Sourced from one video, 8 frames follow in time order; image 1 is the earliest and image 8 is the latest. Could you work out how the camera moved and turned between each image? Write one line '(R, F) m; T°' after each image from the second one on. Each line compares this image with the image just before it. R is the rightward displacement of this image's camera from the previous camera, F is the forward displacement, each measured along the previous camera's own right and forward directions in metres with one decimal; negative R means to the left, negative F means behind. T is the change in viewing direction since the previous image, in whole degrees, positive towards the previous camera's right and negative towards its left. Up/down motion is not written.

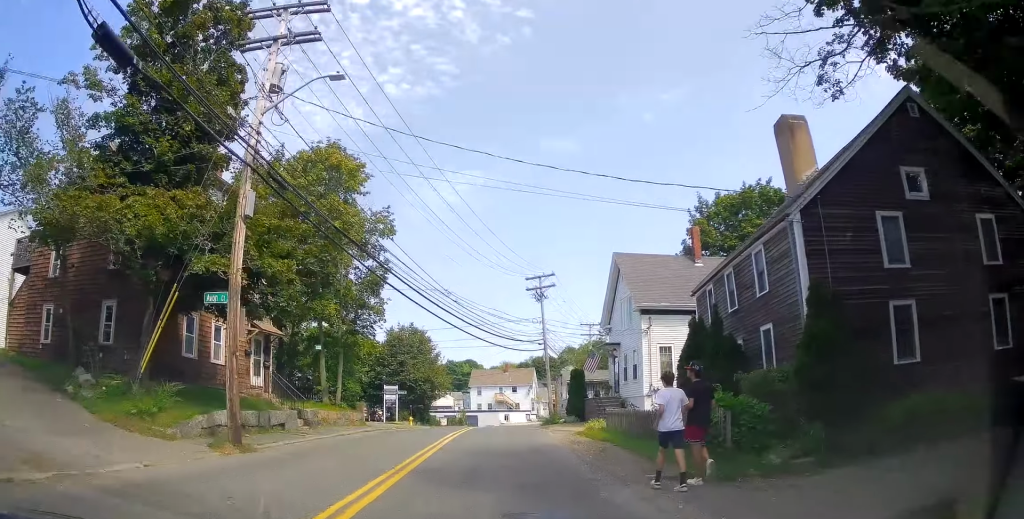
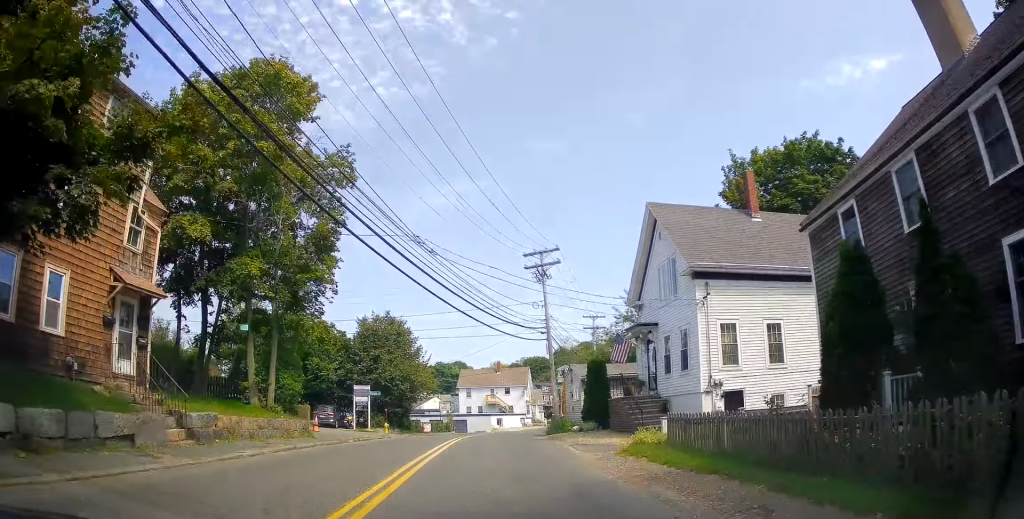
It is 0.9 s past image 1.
(+0.1, +8.8) m; 0°
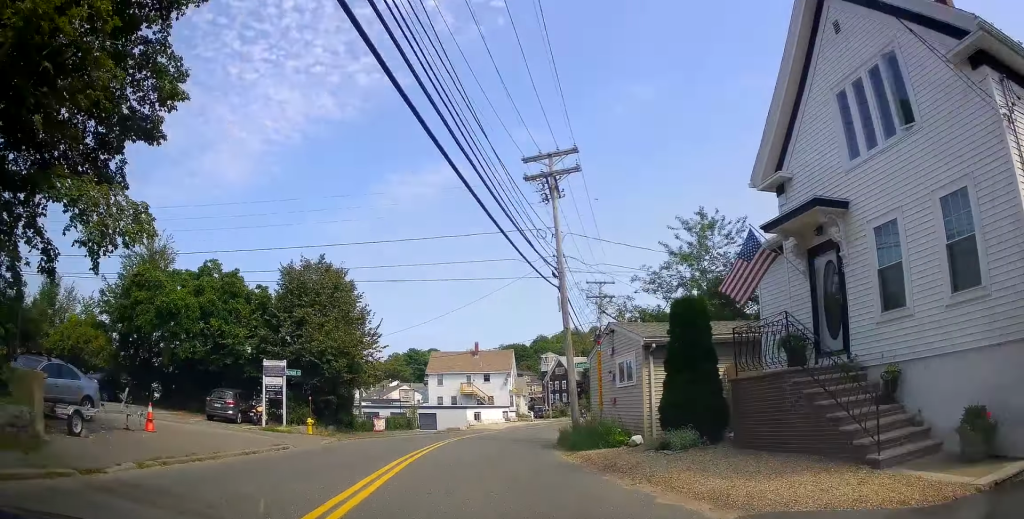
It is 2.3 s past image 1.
(-0.1, +15.0) m; +2°
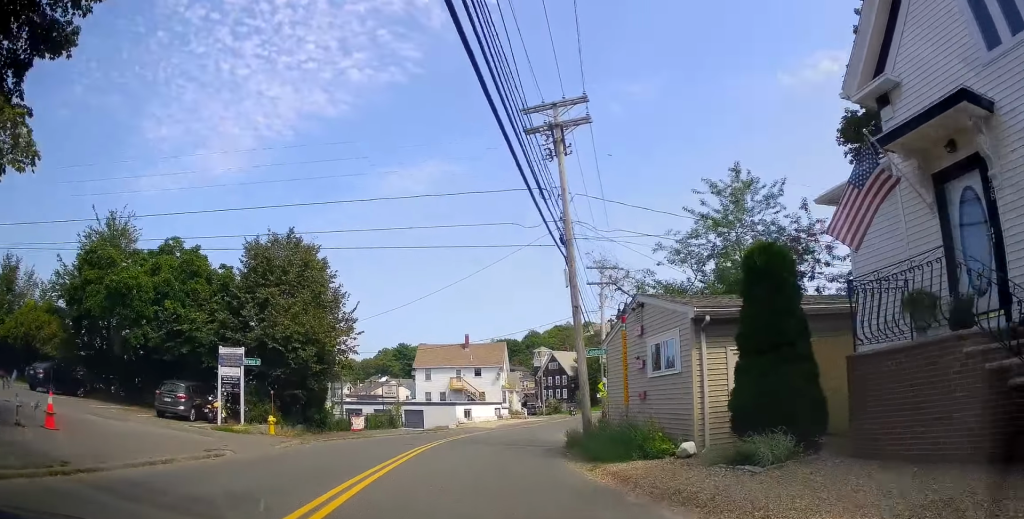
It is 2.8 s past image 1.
(0.0, +4.4) m; +2°
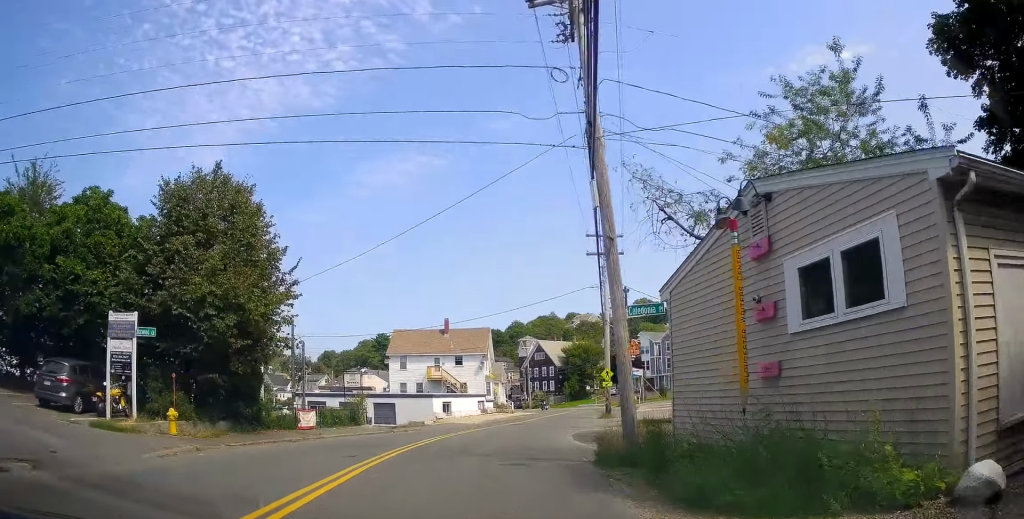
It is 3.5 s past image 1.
(+0.3, +7.2) m; +1°
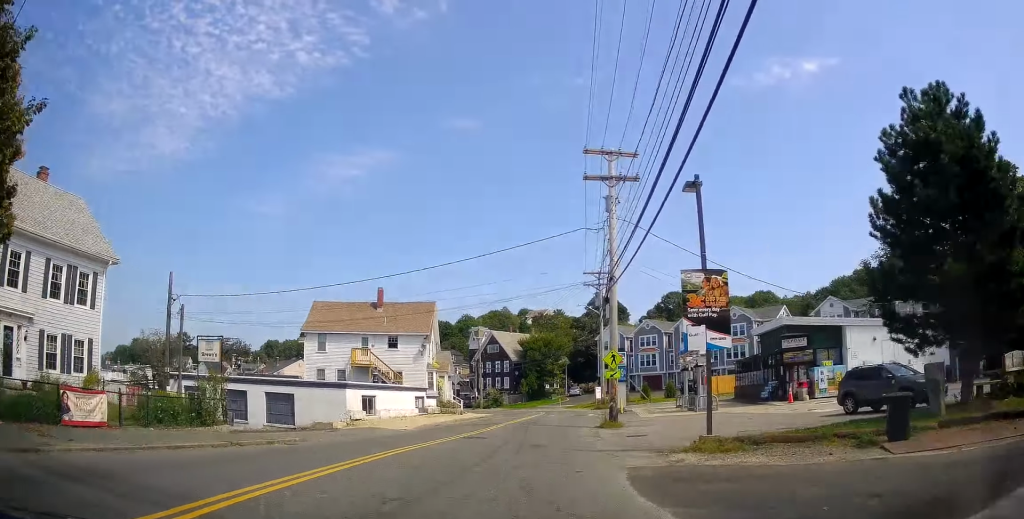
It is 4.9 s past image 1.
(+0.1, +14.1) m; +4°
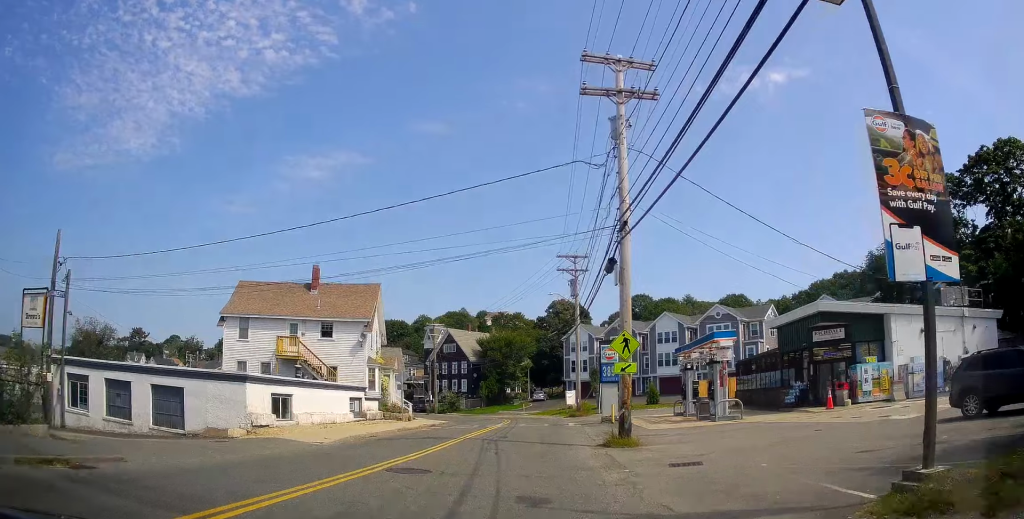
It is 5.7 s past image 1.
(+0.3, +8.4) m; +5°
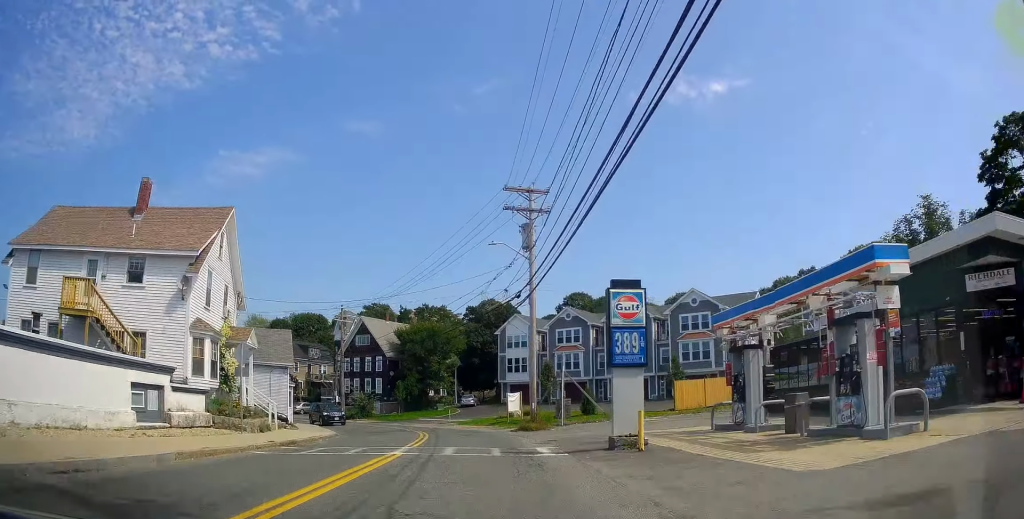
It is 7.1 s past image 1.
(+1.1, +14.9) m; +8°
